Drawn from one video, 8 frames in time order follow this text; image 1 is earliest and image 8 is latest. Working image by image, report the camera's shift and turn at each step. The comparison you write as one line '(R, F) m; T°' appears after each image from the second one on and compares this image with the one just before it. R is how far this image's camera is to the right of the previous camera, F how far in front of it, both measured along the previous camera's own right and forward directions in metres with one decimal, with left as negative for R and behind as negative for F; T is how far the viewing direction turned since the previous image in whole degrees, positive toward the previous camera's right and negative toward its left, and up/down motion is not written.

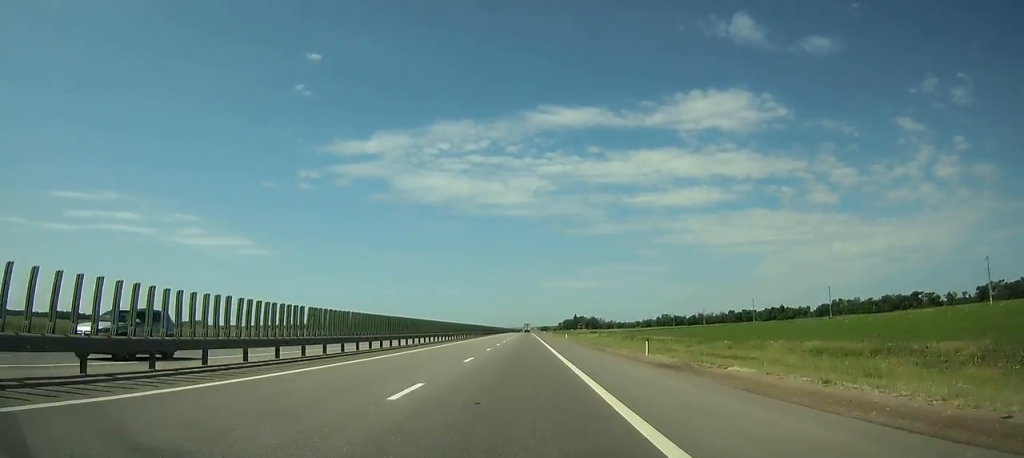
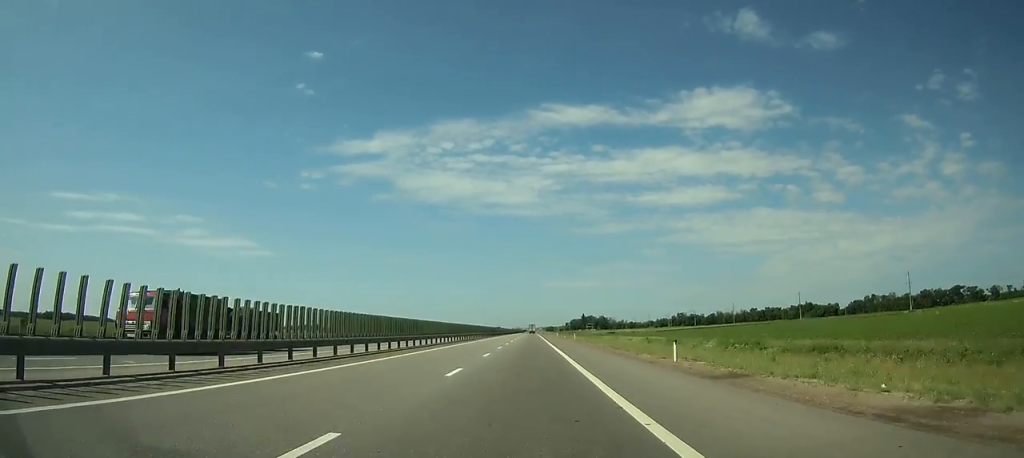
(-0.1, +55.8) m; 0°
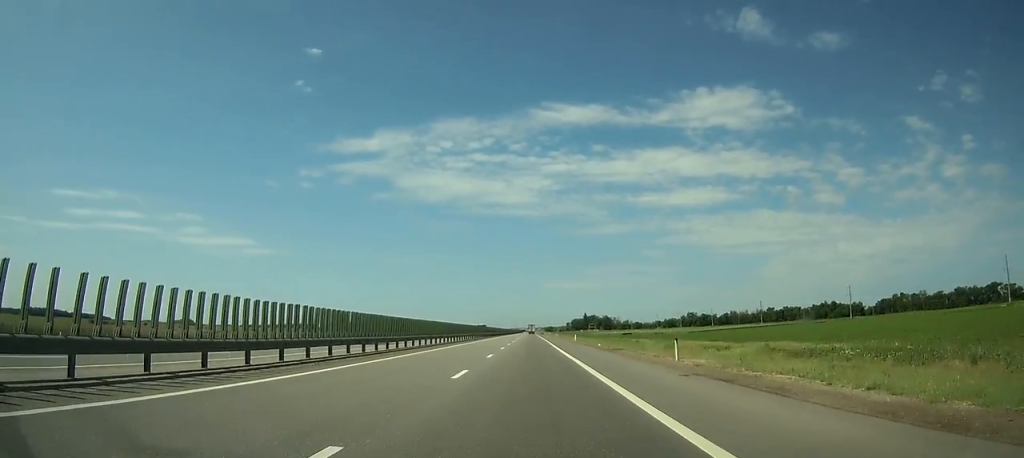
(-0.1, +49.4) m; 0°
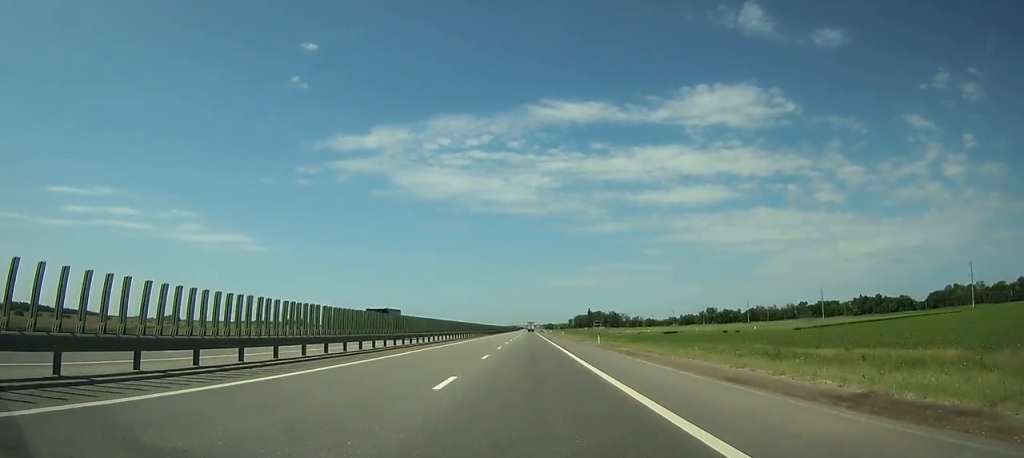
(-0.1, +73.6) m; 0°
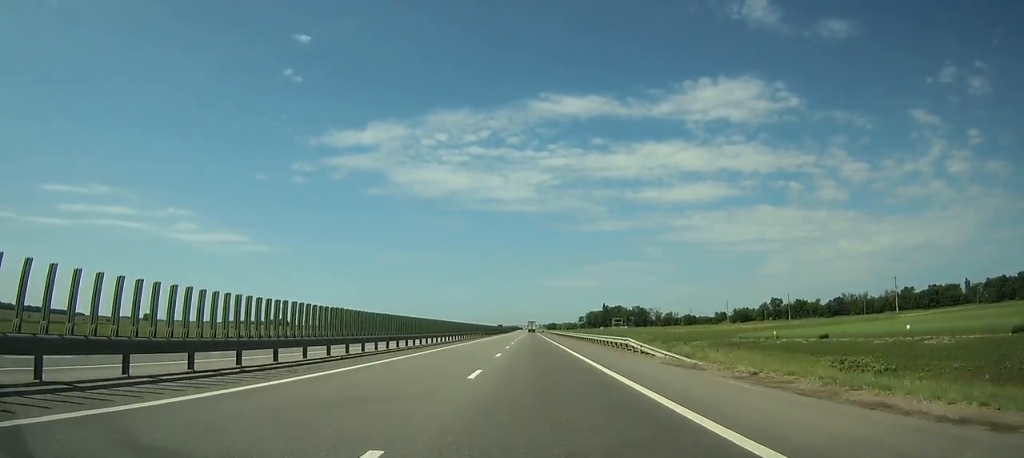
(+0.2, +150.2) m; 0°
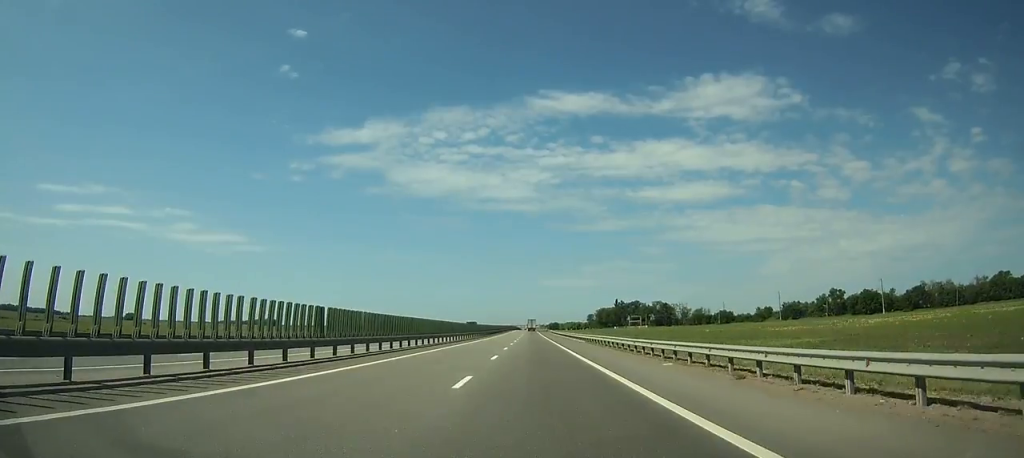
(+0.1, +89.9) m; 0°
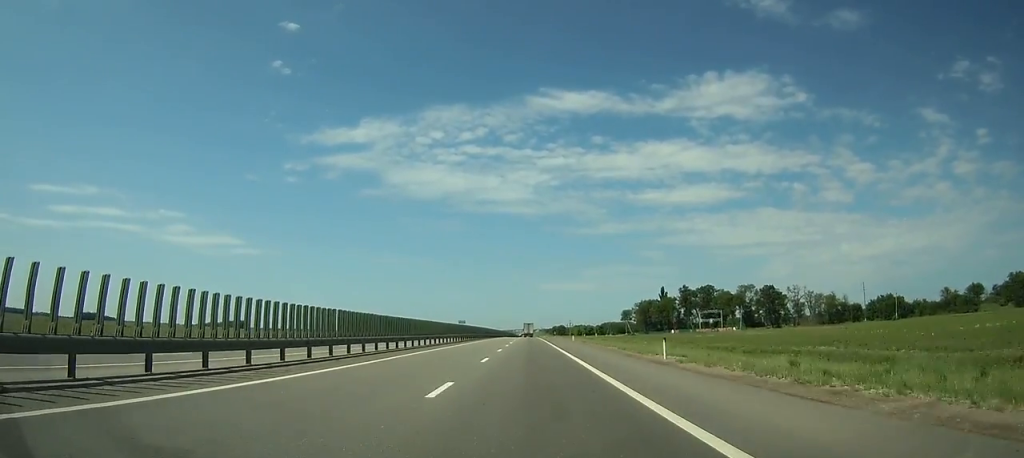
(+0.5, +181.2) m; 0°
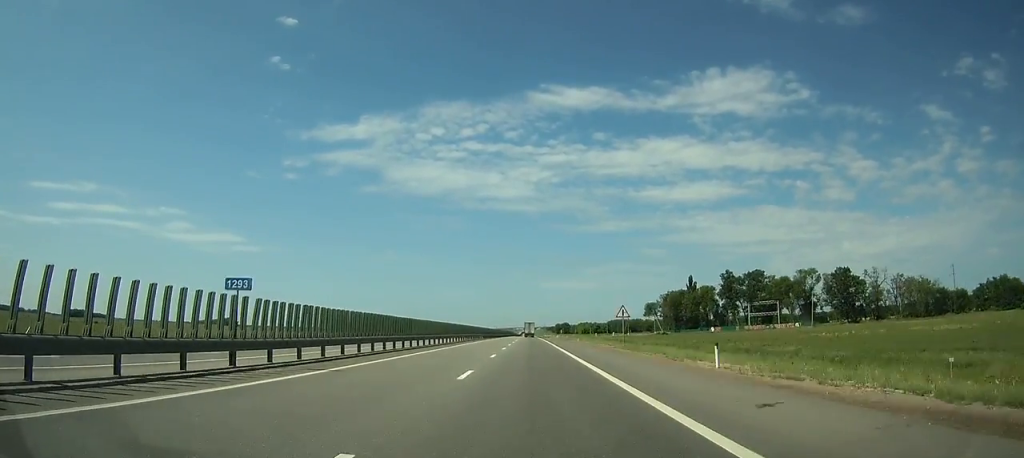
(0.0, +54.3) m; 0°
